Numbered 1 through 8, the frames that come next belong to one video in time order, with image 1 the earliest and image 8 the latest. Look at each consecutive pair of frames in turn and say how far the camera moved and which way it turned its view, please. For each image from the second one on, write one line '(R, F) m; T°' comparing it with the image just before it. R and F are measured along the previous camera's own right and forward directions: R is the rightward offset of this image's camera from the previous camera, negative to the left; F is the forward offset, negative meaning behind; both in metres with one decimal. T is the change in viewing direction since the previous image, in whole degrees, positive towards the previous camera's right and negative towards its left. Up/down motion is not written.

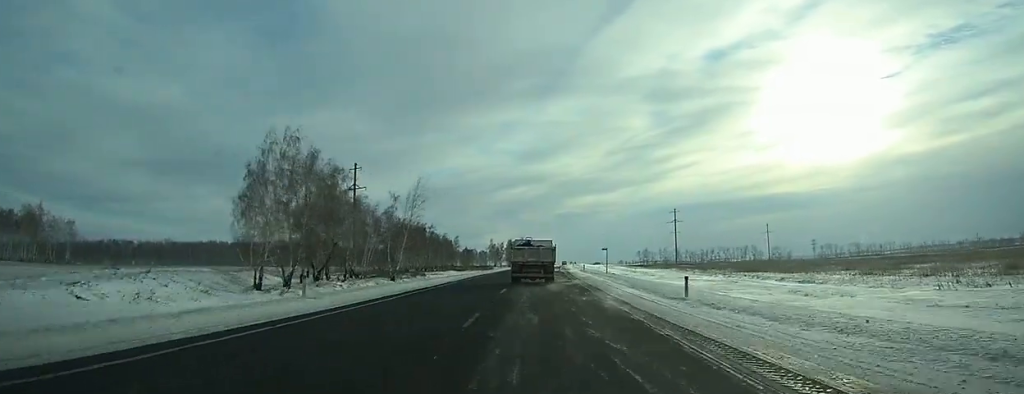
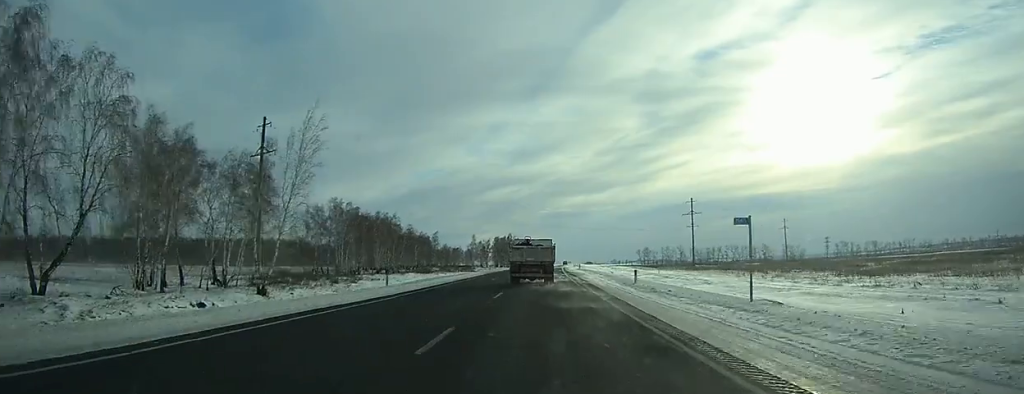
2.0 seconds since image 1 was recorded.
(+0.4, +40.1) m; +1°
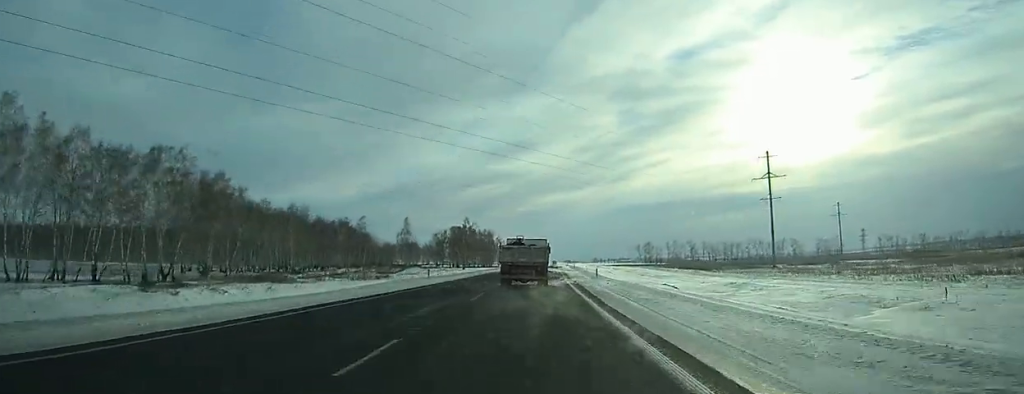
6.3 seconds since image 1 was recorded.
(+2.1, +80.2) m; +3°
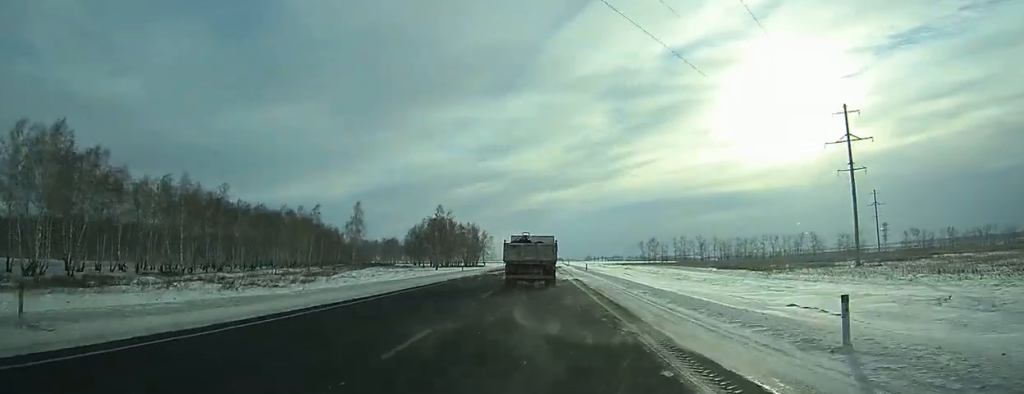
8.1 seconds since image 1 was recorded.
(+0.1, +31.9) m; 0°
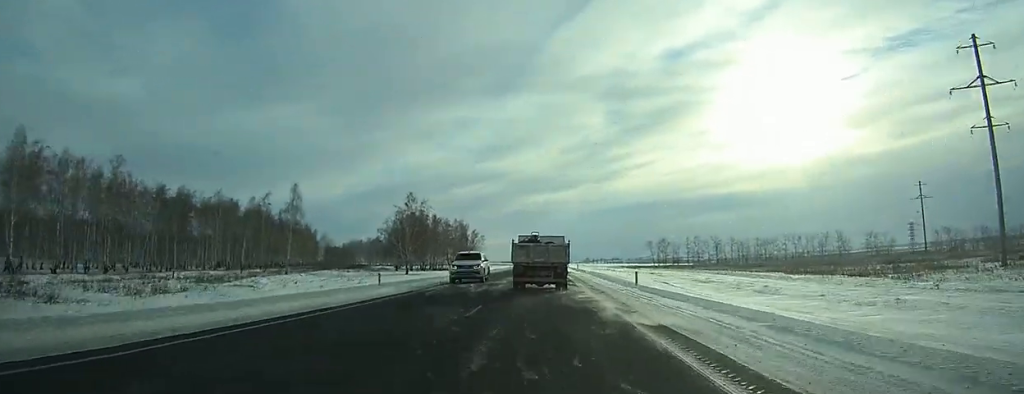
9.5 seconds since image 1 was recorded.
(0.0, +28.7) m; 0°
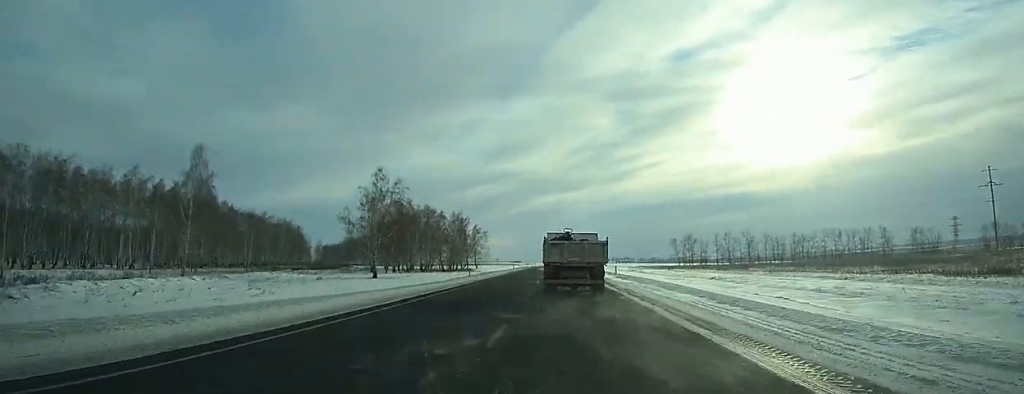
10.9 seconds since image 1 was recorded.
(0.0, +28.9) m; 0°
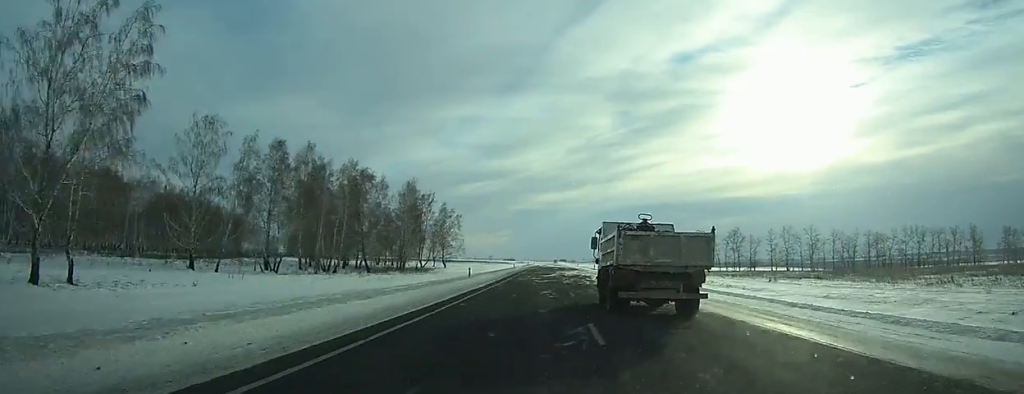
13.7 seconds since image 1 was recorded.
(-0.2, +61.2) m; 0°
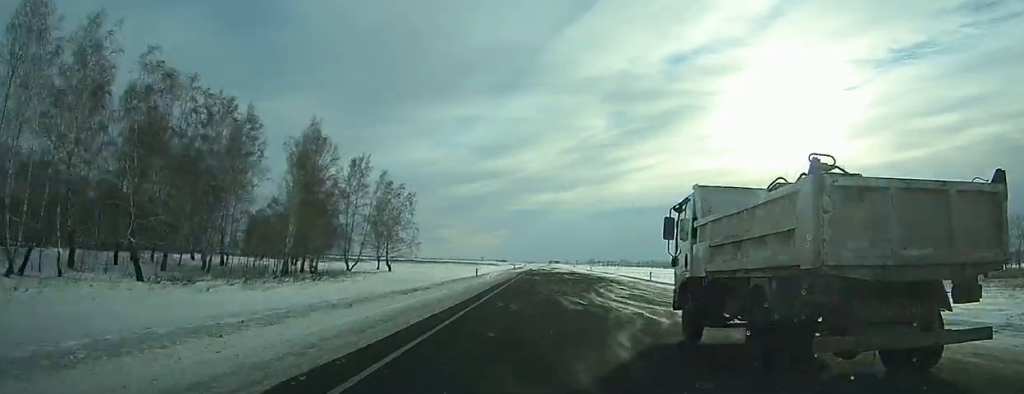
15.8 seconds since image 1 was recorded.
(+0.1, +46.2) m; 0°
